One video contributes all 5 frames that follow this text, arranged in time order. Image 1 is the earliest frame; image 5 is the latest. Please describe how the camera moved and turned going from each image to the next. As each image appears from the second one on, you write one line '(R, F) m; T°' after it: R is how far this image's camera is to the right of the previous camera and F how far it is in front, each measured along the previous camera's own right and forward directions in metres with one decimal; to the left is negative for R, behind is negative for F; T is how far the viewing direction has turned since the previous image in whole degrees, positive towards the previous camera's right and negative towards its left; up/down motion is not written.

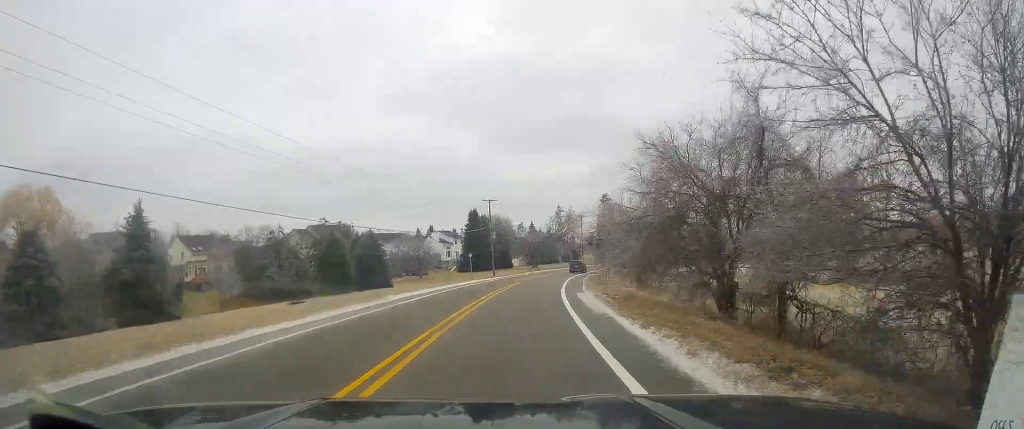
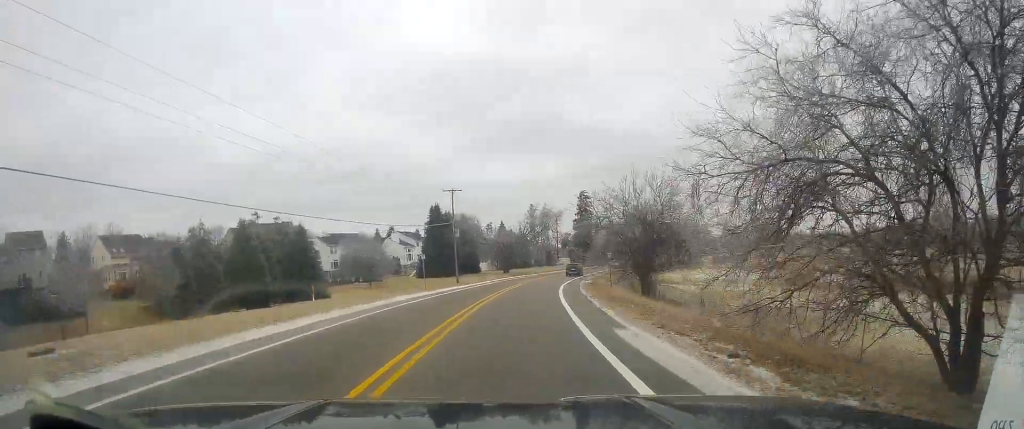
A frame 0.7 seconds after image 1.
(-0.2, +16.0) m; +2°
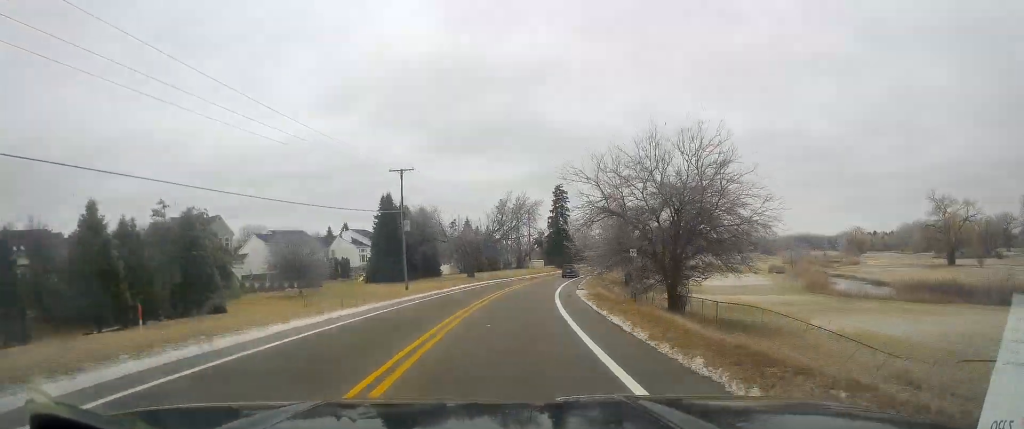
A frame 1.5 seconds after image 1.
(+0.9, +17.1) m; +2°
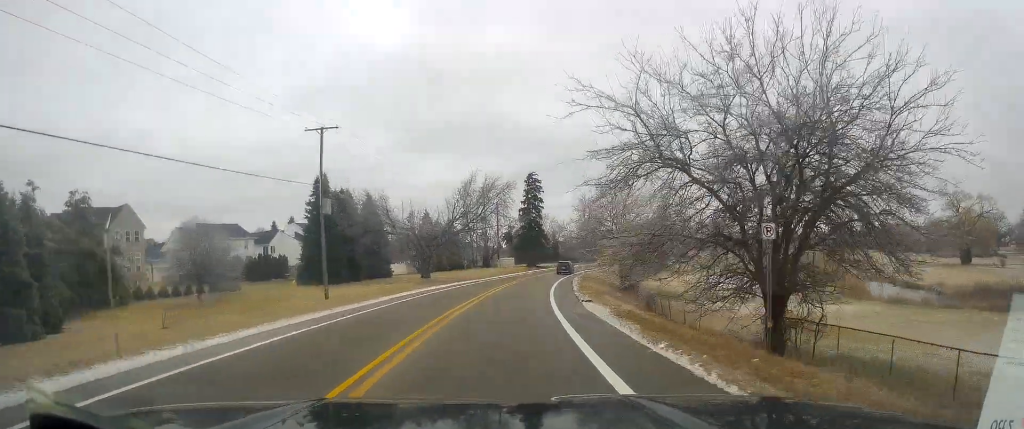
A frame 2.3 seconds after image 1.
(+0.2, +17.2) m; +1°
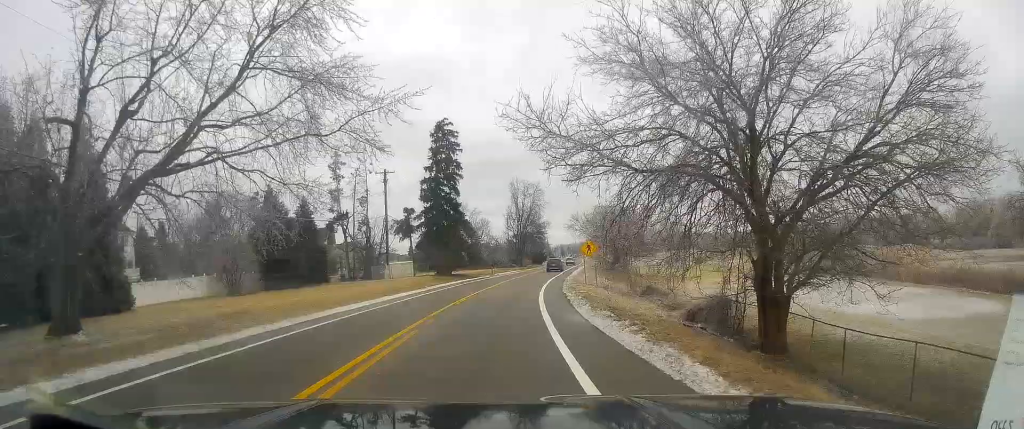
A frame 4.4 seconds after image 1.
(+3.4, +47.6) m; +10°
